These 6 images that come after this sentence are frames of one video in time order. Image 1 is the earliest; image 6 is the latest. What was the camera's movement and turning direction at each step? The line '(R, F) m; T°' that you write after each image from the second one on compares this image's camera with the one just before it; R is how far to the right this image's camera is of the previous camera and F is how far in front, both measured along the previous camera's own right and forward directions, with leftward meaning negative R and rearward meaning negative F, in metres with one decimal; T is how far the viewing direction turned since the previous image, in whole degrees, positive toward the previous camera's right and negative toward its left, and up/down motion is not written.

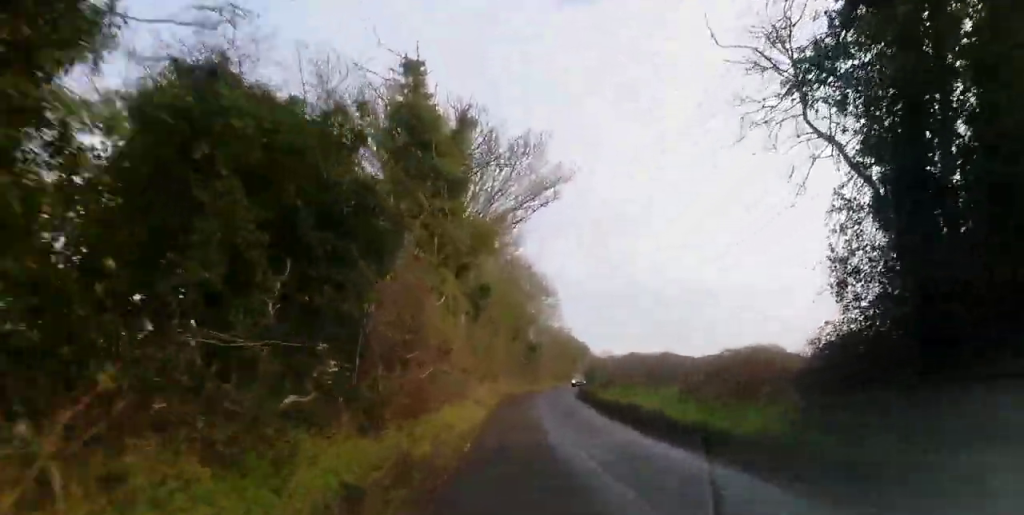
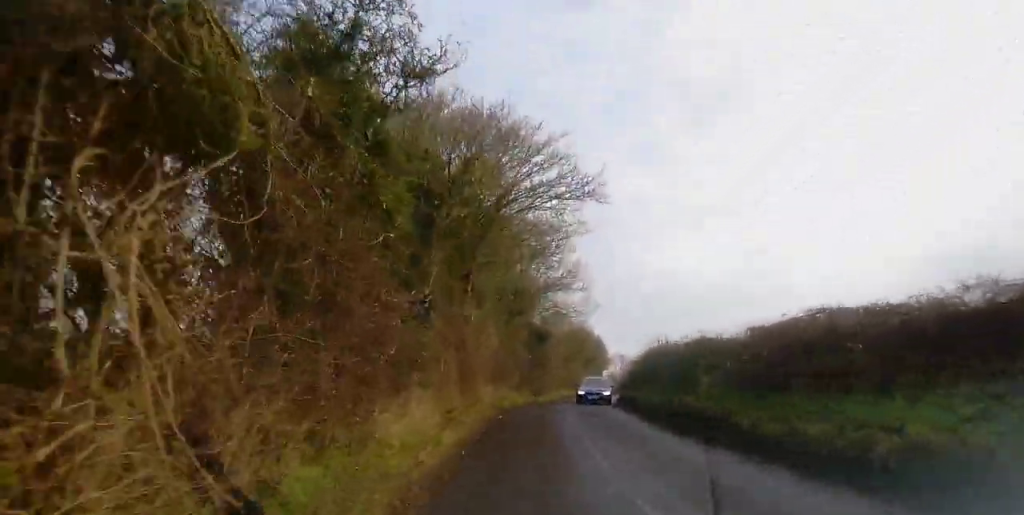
(0.0, +24.6) m; -1°
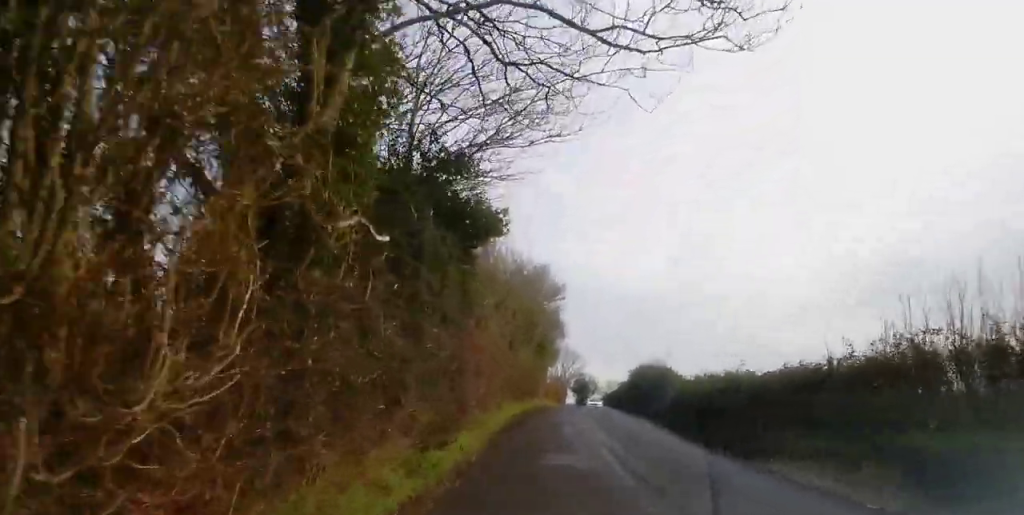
(+1.2, +36.7) m; +6°
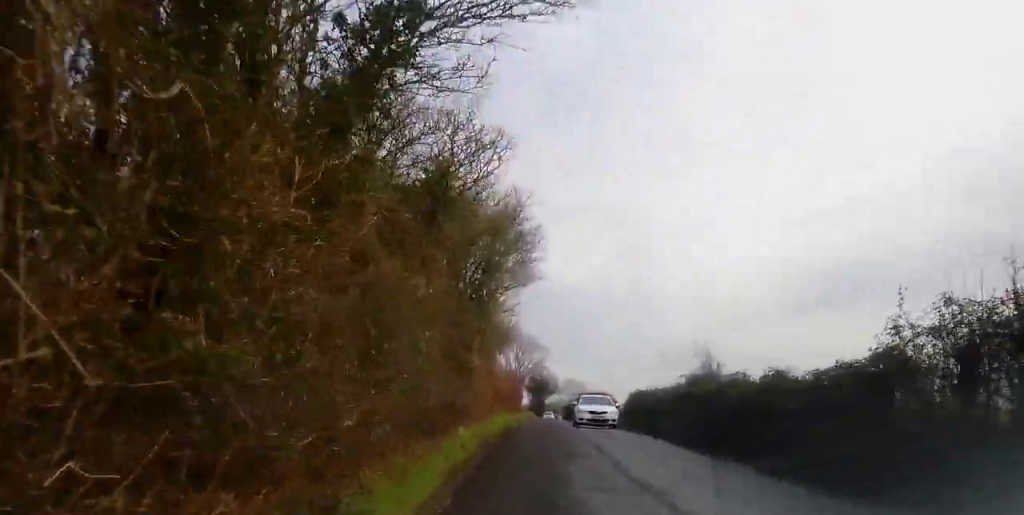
(+1.4, +32.0) m; +3°
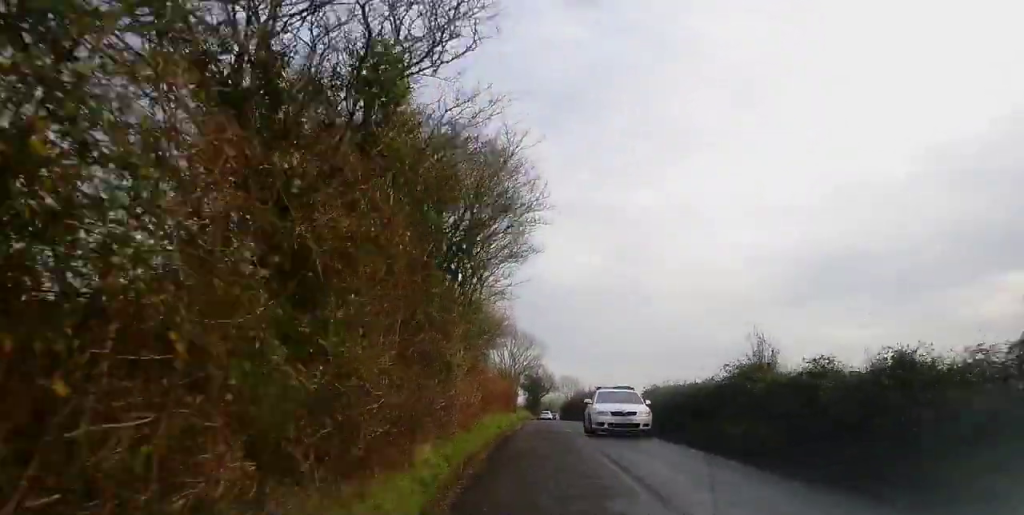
(0.0, +7.5) m; 0°
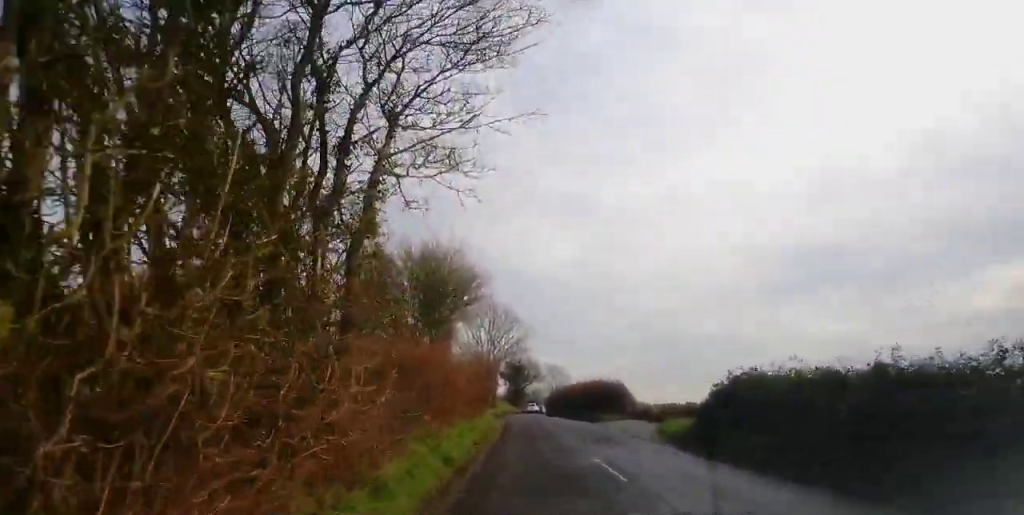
(0.0, +13.6) m; 0°
